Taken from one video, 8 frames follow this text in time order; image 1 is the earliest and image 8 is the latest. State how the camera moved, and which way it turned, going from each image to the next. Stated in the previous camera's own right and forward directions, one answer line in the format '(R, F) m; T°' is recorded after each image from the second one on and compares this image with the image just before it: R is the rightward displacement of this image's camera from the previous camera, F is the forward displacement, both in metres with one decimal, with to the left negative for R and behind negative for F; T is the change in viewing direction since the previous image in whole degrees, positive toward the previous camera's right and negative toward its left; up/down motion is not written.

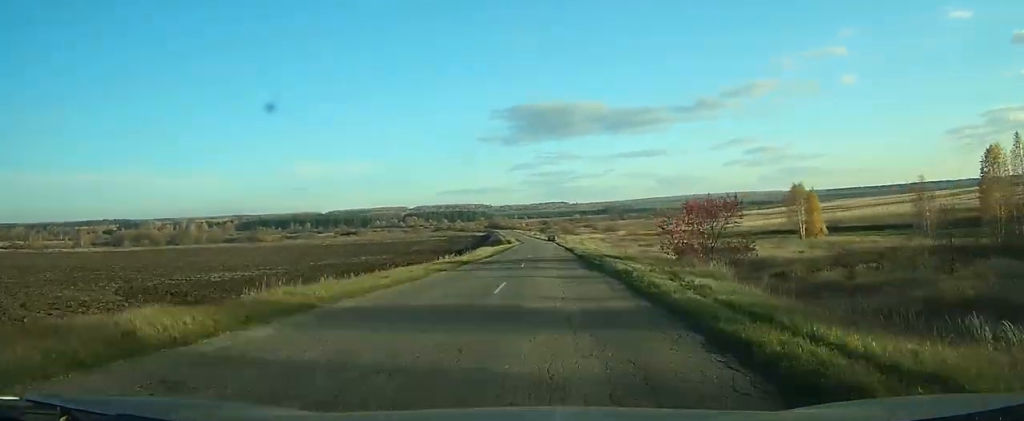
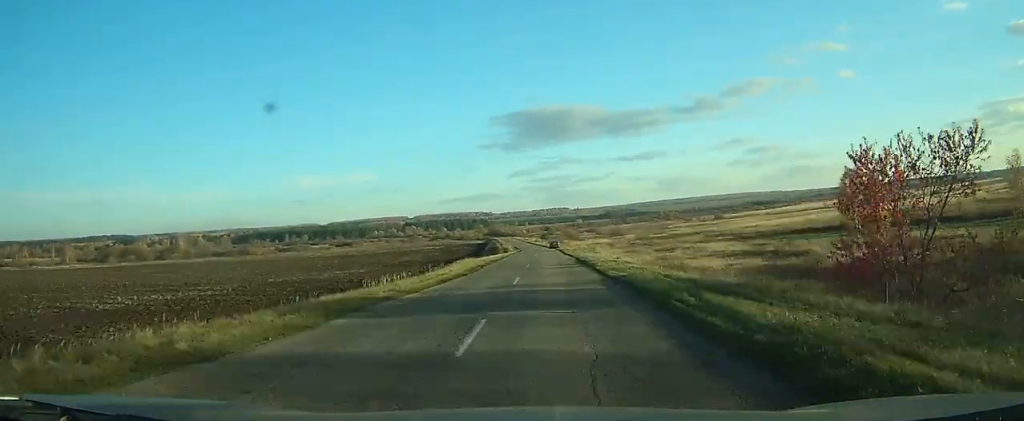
(0.0, +18.5) m; 0°
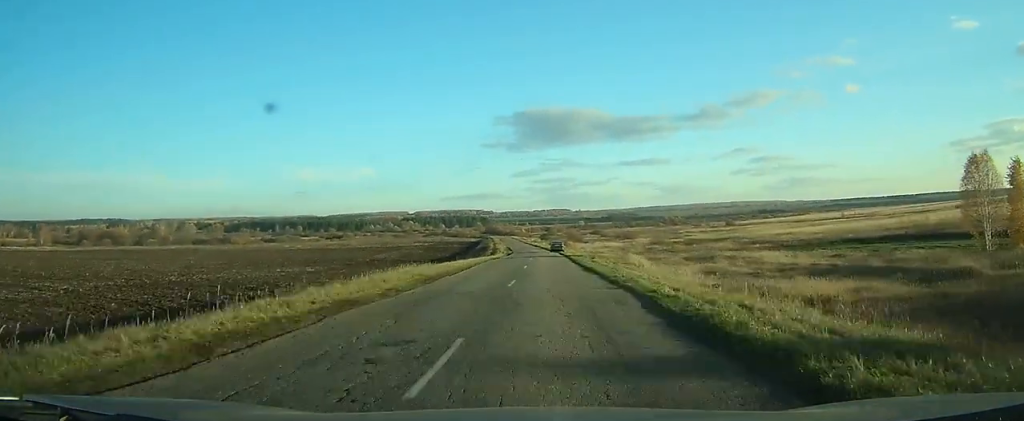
(0.0, +27.0) m; 0°
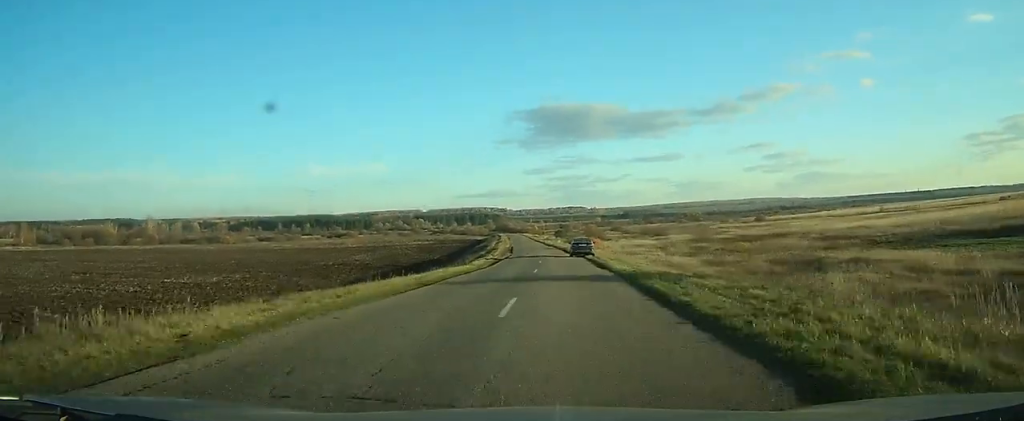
(-0.2, +33.0) m; -1°
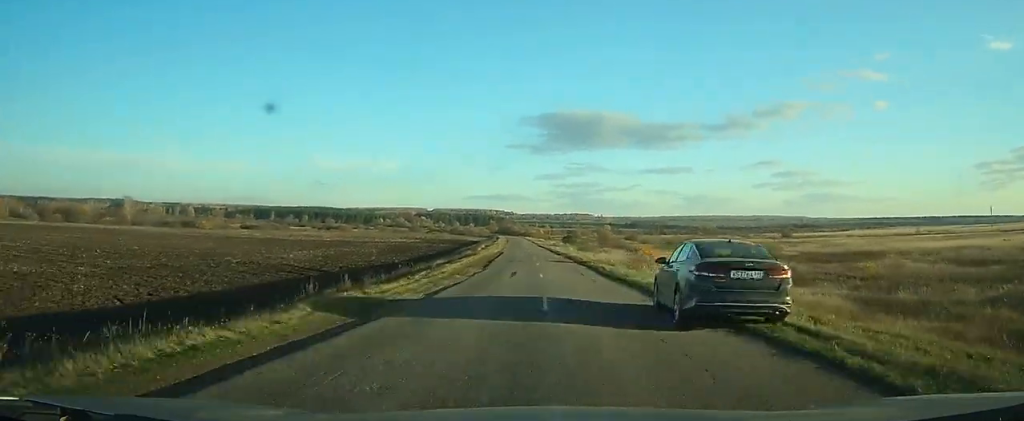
(-0.3, +35.2) m; -1°
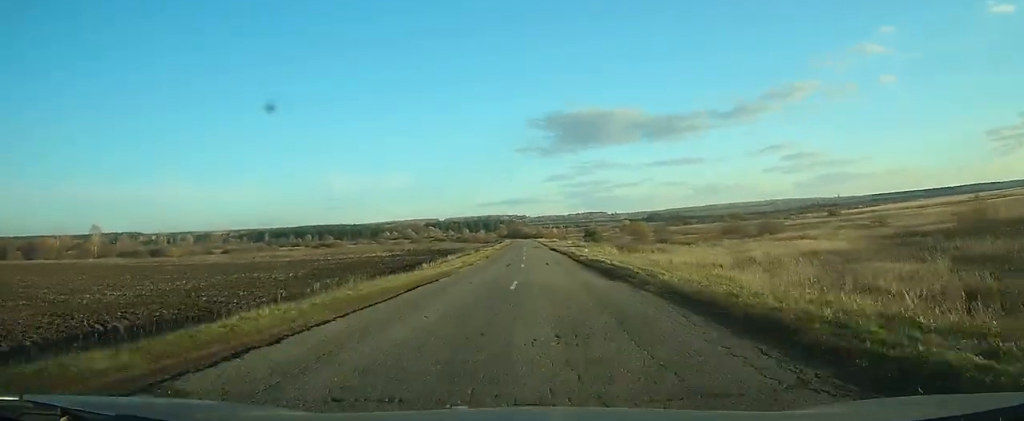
(-0.4, +43.1) m; -2°
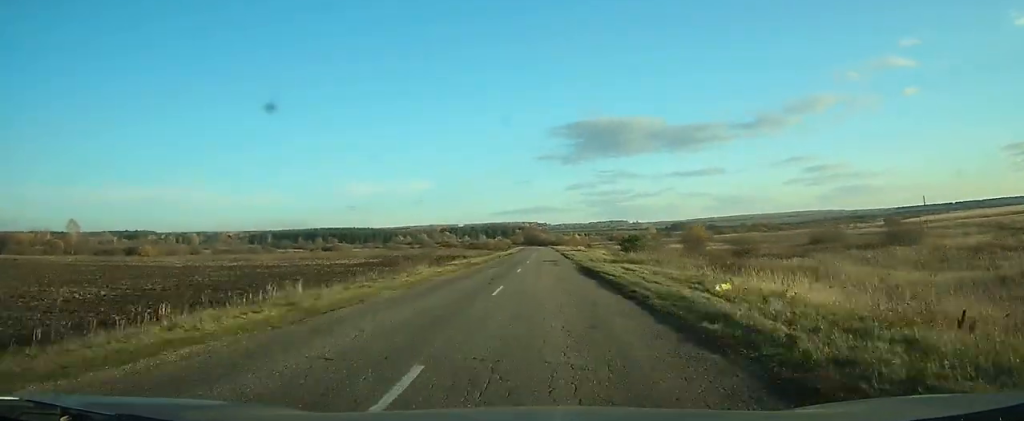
(-0.6, +36.2) m; -2°
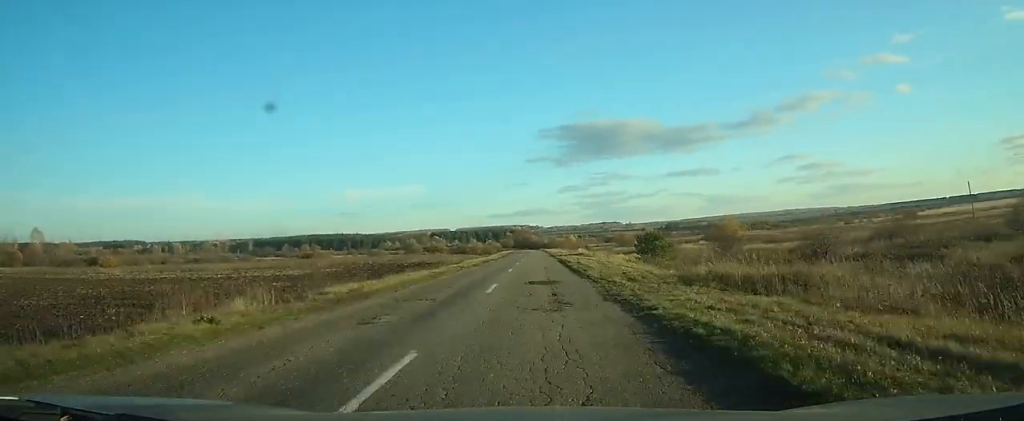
(-0.2, +23.6) m; -1°
